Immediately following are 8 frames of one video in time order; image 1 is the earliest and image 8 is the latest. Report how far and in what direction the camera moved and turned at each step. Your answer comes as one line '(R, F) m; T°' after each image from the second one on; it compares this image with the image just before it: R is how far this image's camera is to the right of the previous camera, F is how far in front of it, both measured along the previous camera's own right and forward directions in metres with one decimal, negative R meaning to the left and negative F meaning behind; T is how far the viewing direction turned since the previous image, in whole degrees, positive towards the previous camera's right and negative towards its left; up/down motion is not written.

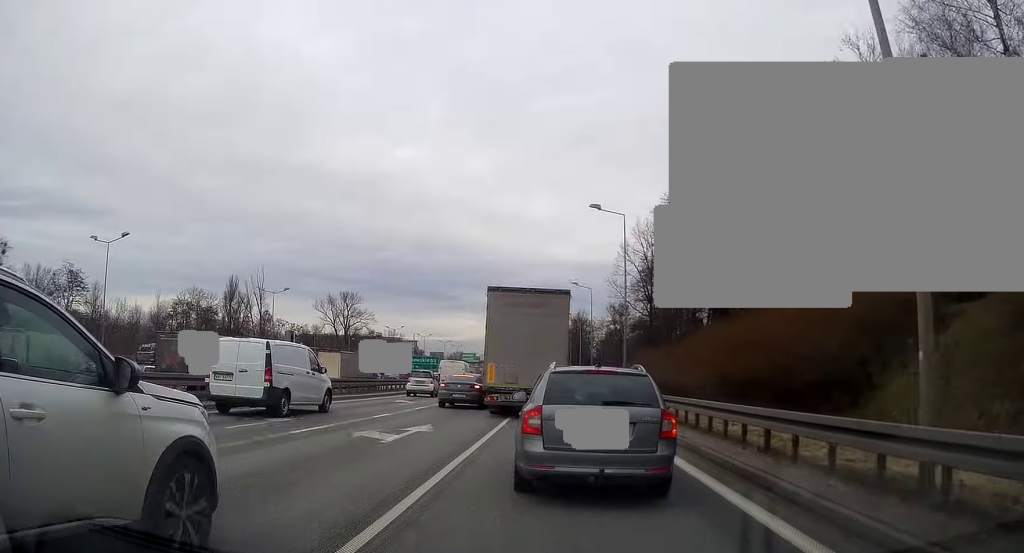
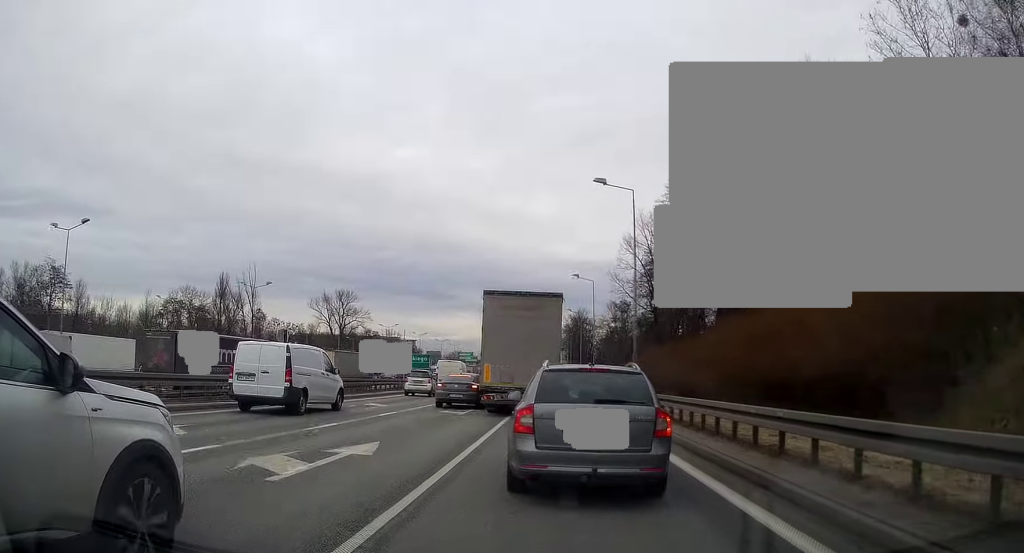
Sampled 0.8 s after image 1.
(0.0, +4.8) m; 0°
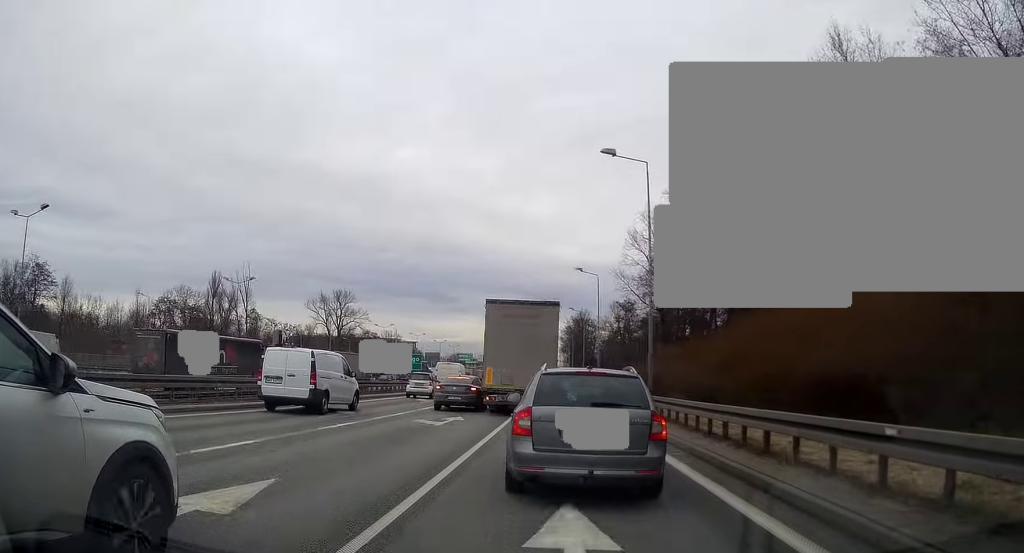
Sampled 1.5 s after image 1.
(0.0, +4.9) m; 0°
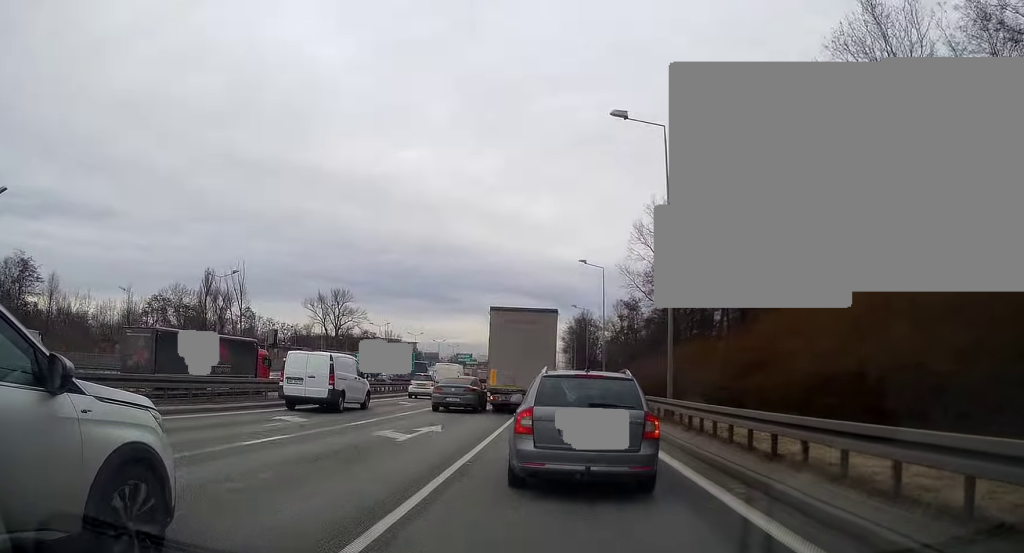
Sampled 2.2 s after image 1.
(0.0, +4.5) m; 0°
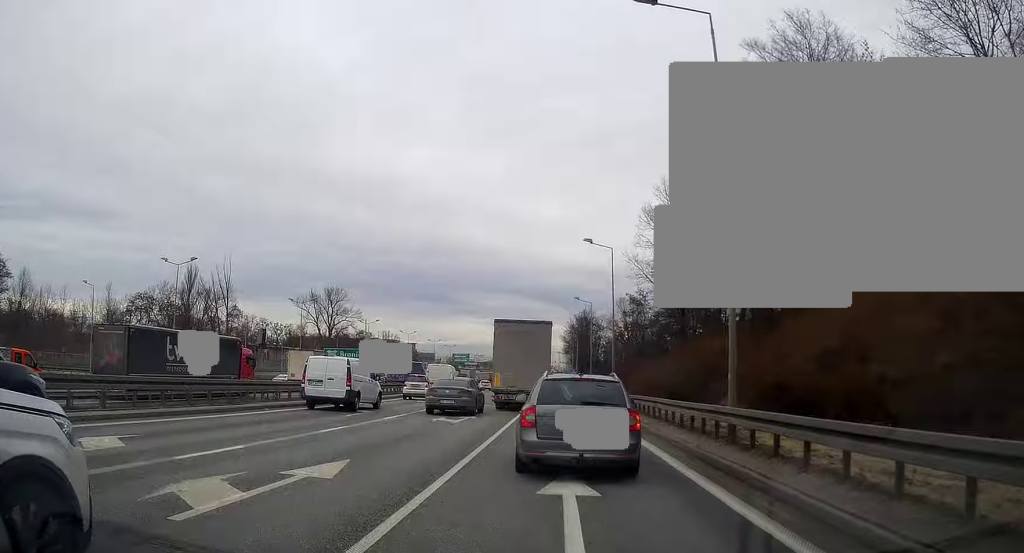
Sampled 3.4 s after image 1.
(0.0, +8.1) m; +1°
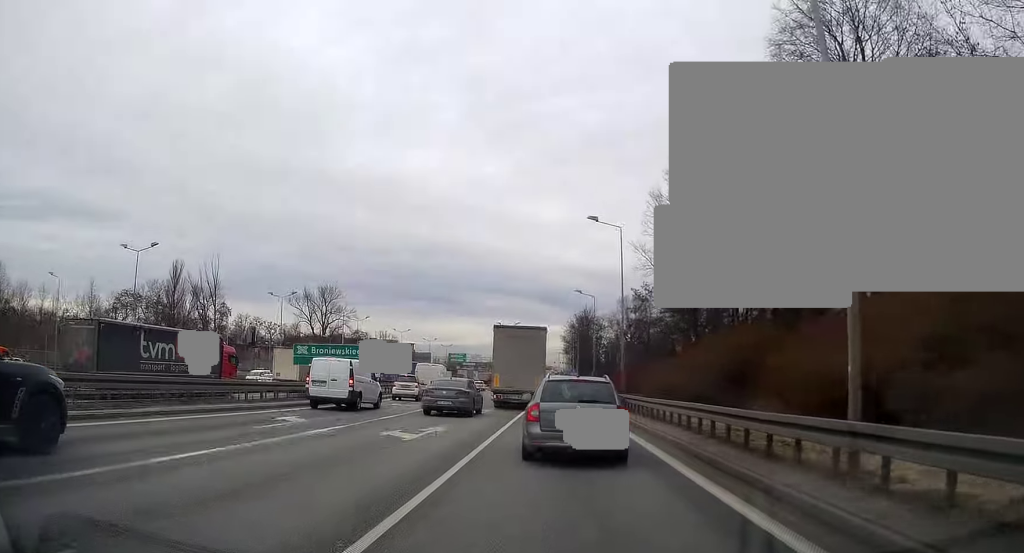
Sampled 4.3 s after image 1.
(+0.1, +6.3) m; 0°
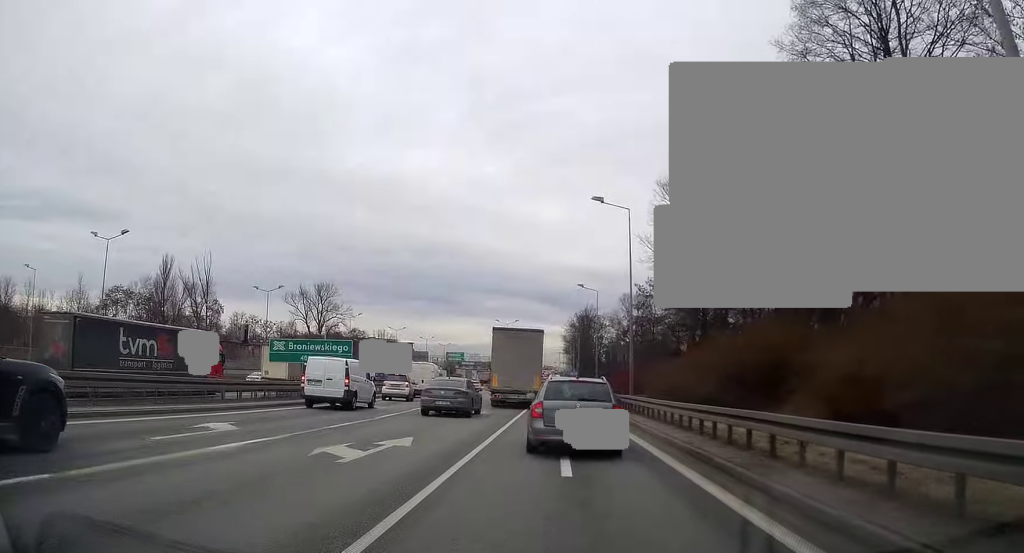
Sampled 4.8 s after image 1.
(0.0, +4.1) m; 0°
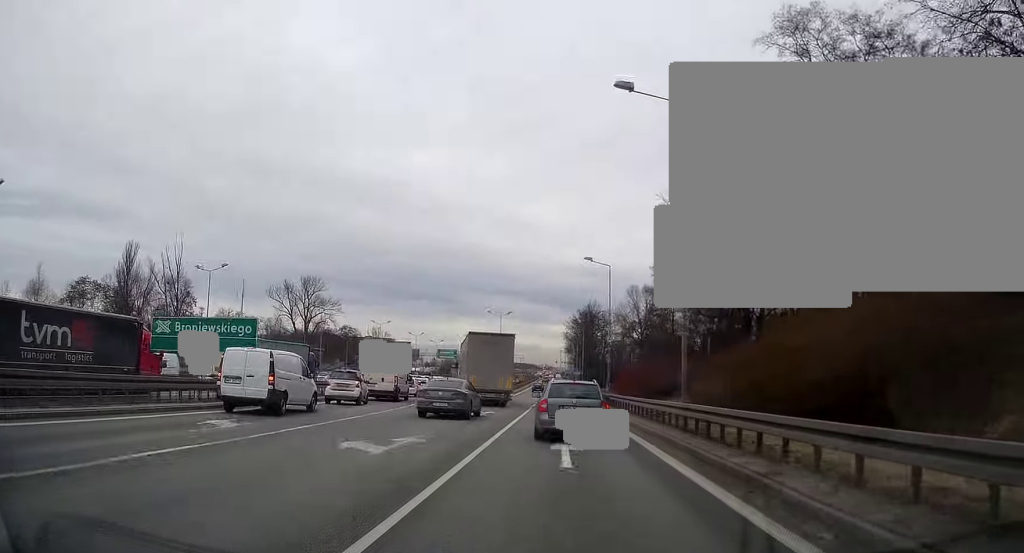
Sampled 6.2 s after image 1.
(-0.1, +13.4) m; 0°
